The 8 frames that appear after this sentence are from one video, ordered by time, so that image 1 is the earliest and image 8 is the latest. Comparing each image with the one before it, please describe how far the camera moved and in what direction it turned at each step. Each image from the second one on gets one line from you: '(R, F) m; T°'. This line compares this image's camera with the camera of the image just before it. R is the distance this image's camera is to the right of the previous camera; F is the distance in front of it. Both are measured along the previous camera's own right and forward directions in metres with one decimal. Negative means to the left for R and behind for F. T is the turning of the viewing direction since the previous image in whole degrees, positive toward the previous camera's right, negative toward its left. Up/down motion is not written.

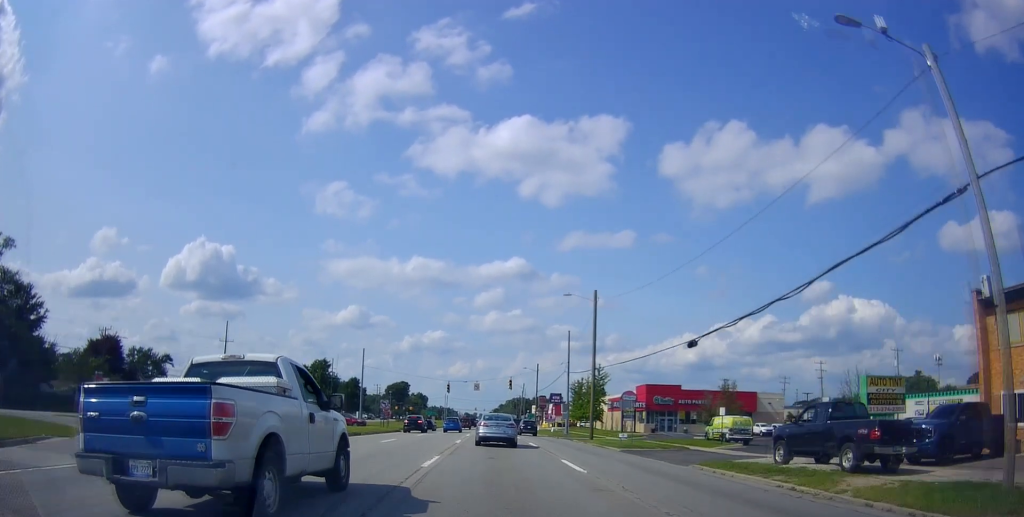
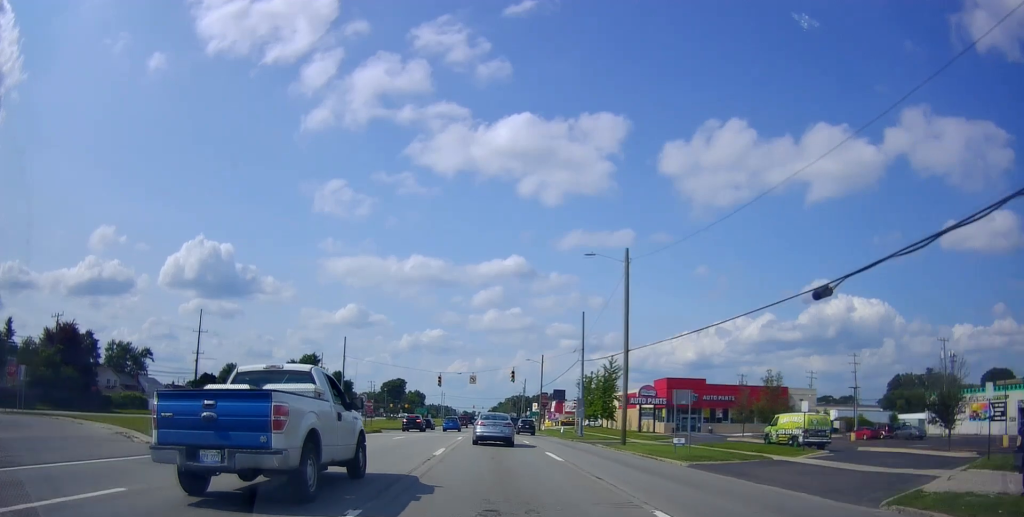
(-0.1, +10.6) m; 0°
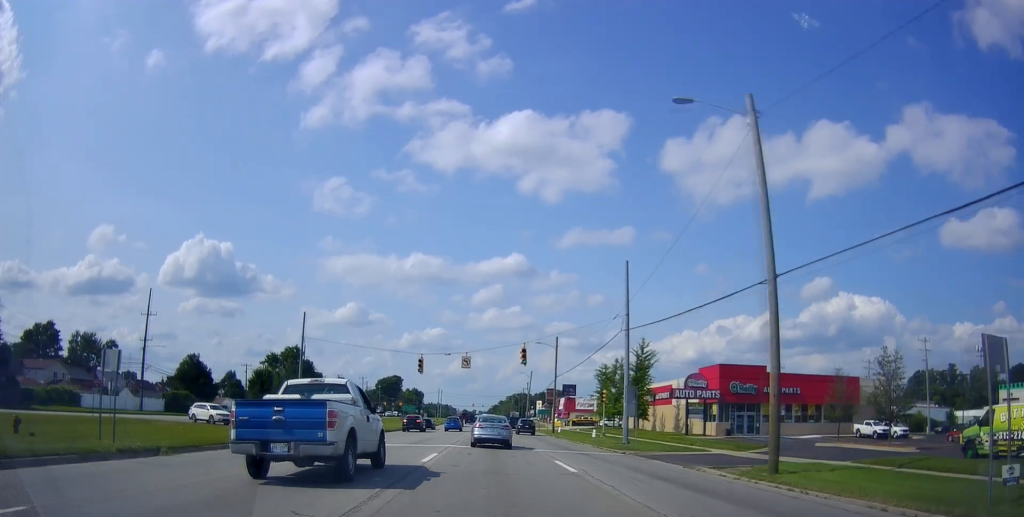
(+0.3, +17.5) m; +1°
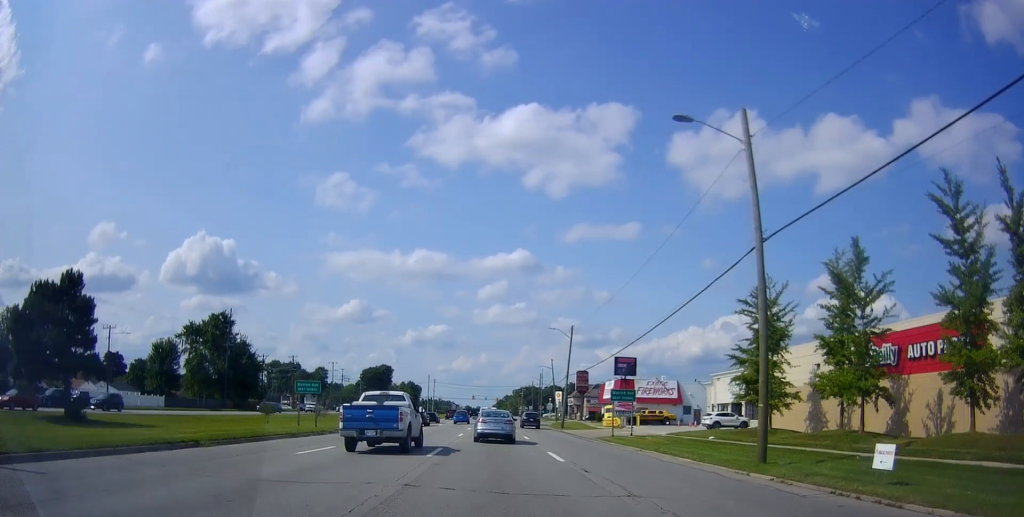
(-1.4, +50.0) m; -2°
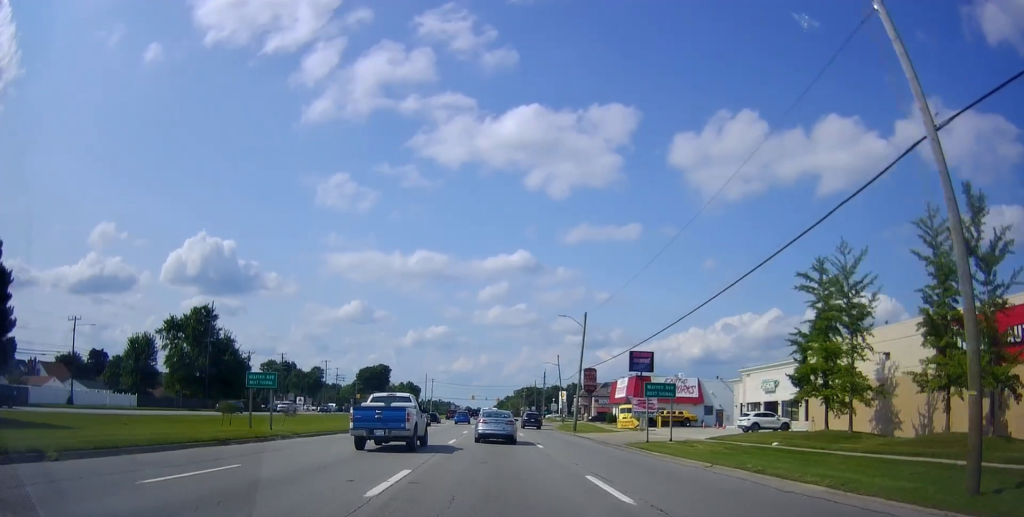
(0.0, +8.1) m; 0°
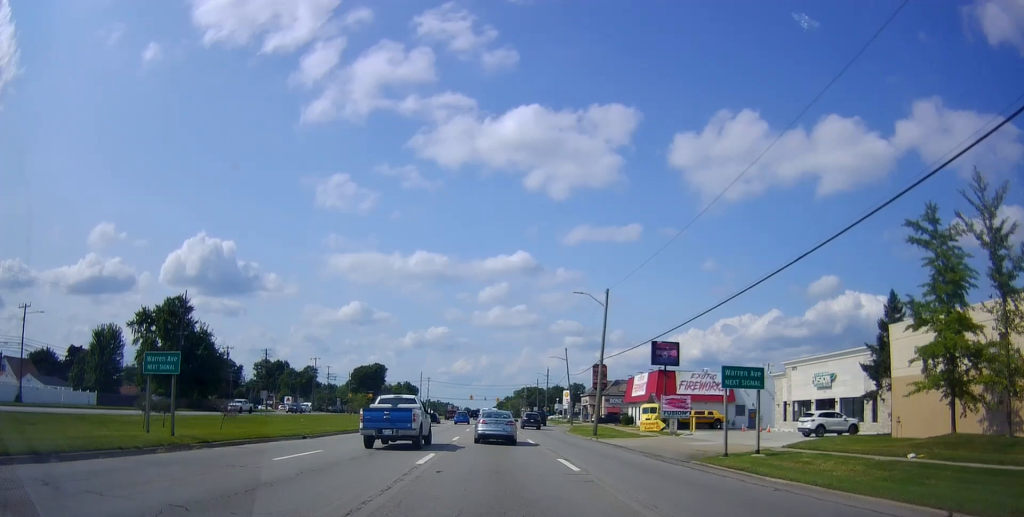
(-0.4, +10.1) m; 0°
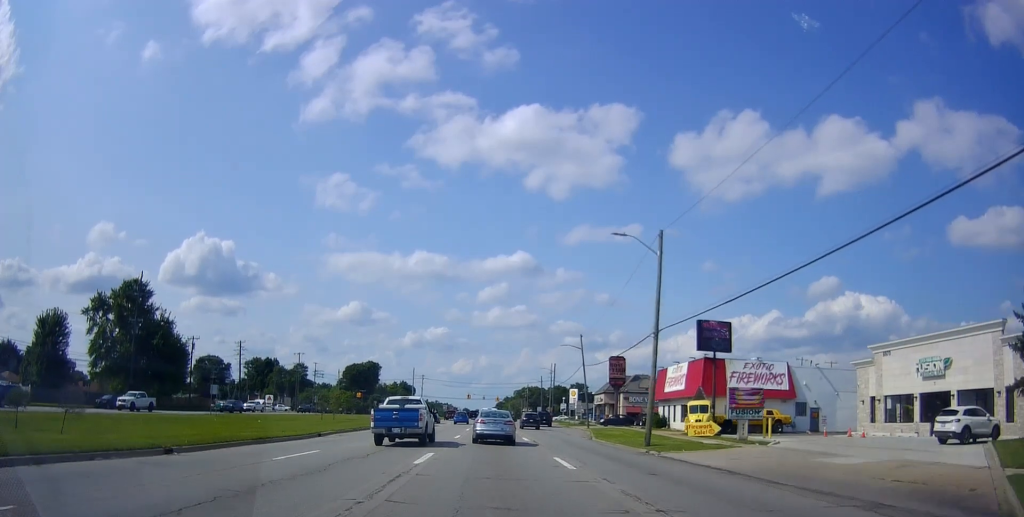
(+0.2, +13.9) m; +1°
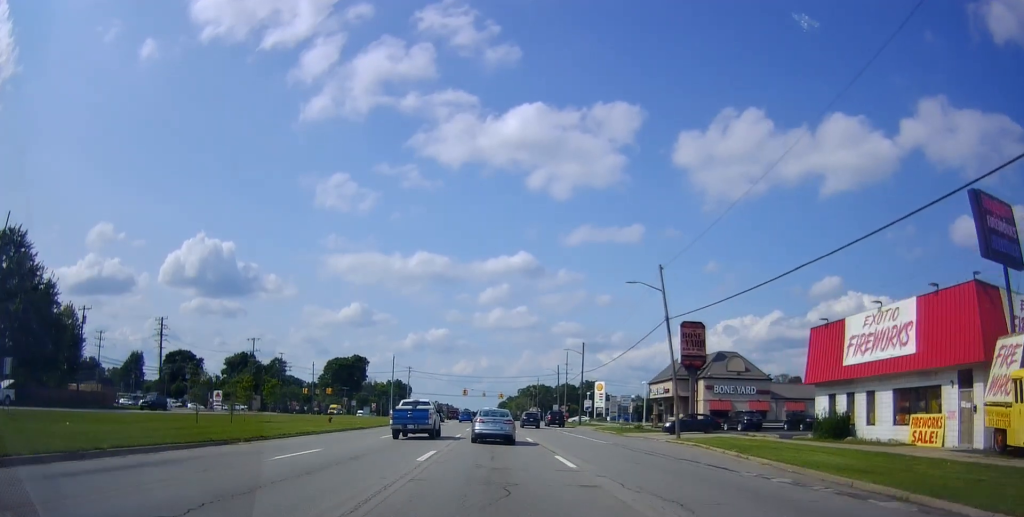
(+0.5, +31.6) m; 0°
